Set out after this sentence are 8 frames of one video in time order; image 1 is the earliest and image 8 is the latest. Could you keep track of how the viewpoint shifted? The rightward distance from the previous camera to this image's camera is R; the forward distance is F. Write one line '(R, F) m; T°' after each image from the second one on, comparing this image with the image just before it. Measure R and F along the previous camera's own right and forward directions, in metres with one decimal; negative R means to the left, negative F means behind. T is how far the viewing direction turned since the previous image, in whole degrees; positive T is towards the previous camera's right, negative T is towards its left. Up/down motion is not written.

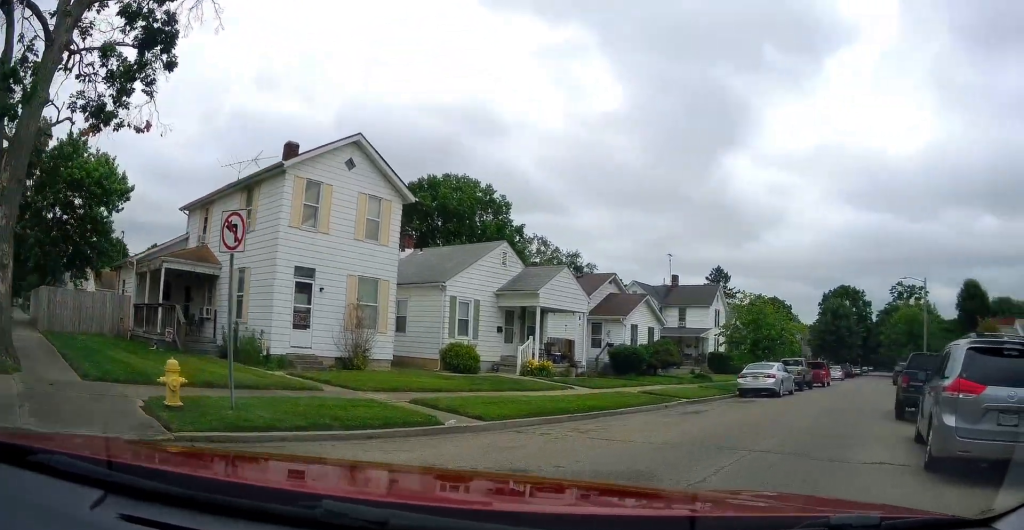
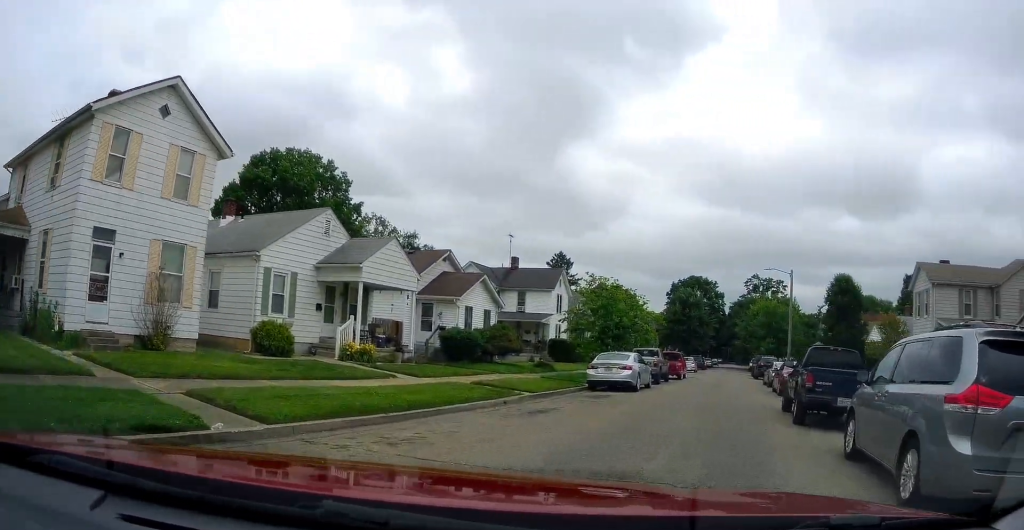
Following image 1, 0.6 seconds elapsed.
(+0.2, +2.3) m; +13°
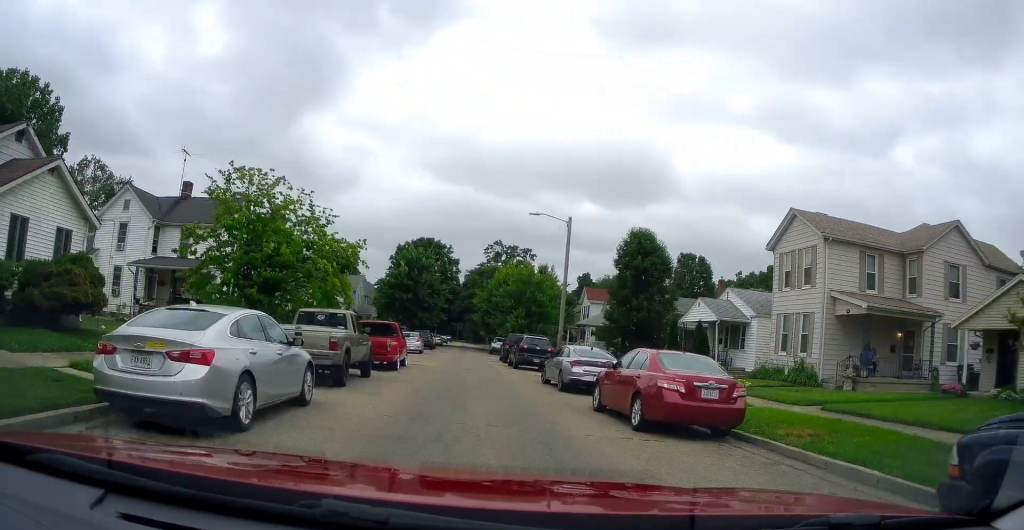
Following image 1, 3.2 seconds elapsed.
(+2.4, +13.4) m; +13°
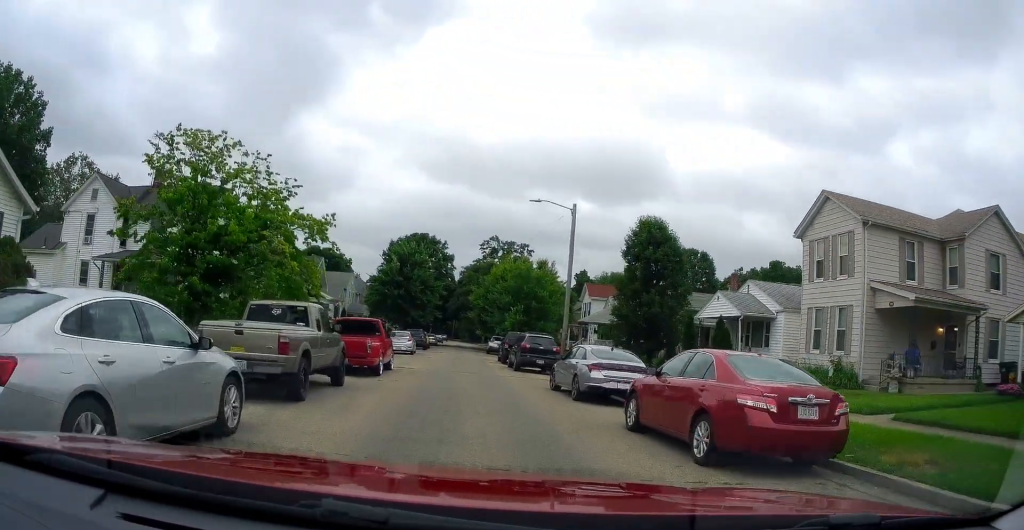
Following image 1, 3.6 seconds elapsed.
(0.0, +3.1) m; +1°
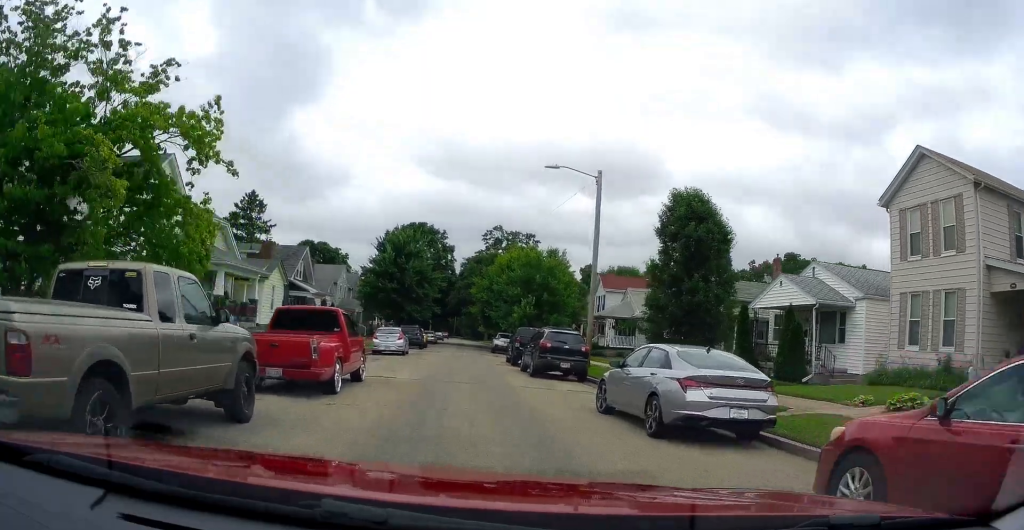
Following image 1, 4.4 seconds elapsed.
(0.0, +6.3) m; 0°
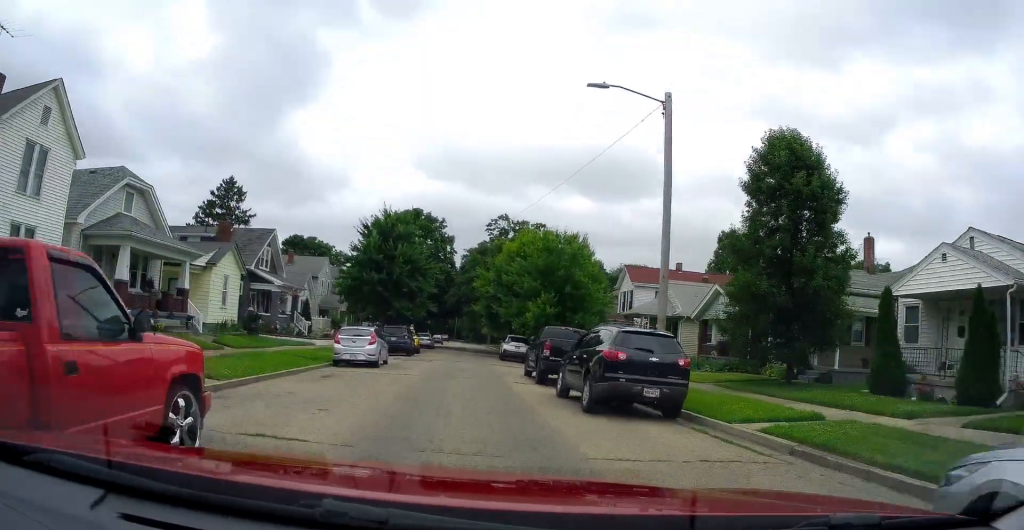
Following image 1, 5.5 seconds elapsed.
(0.0, +10.0) m; 0°
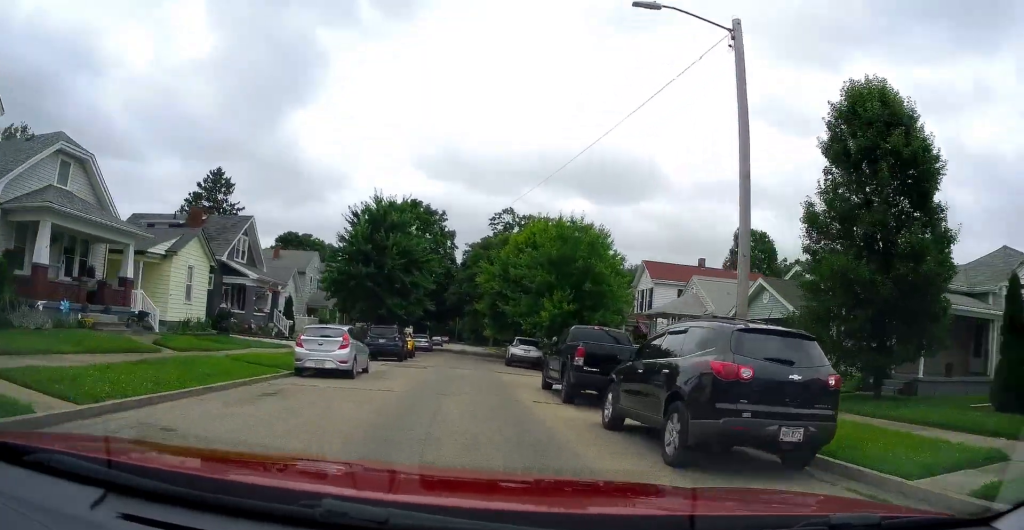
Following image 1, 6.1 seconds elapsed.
(0.0, +5.5) m; 0°
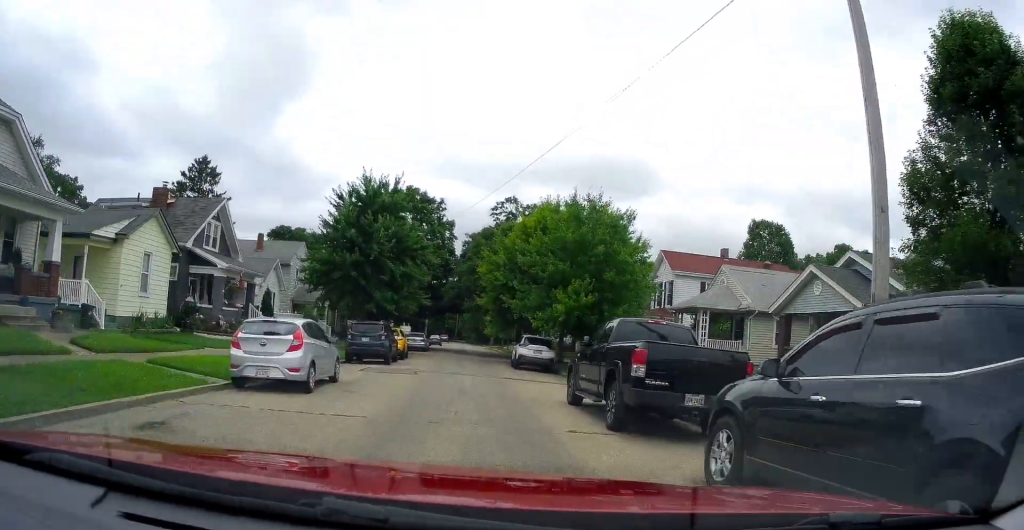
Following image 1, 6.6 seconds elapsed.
(0.0, +5.0) m; 0°
